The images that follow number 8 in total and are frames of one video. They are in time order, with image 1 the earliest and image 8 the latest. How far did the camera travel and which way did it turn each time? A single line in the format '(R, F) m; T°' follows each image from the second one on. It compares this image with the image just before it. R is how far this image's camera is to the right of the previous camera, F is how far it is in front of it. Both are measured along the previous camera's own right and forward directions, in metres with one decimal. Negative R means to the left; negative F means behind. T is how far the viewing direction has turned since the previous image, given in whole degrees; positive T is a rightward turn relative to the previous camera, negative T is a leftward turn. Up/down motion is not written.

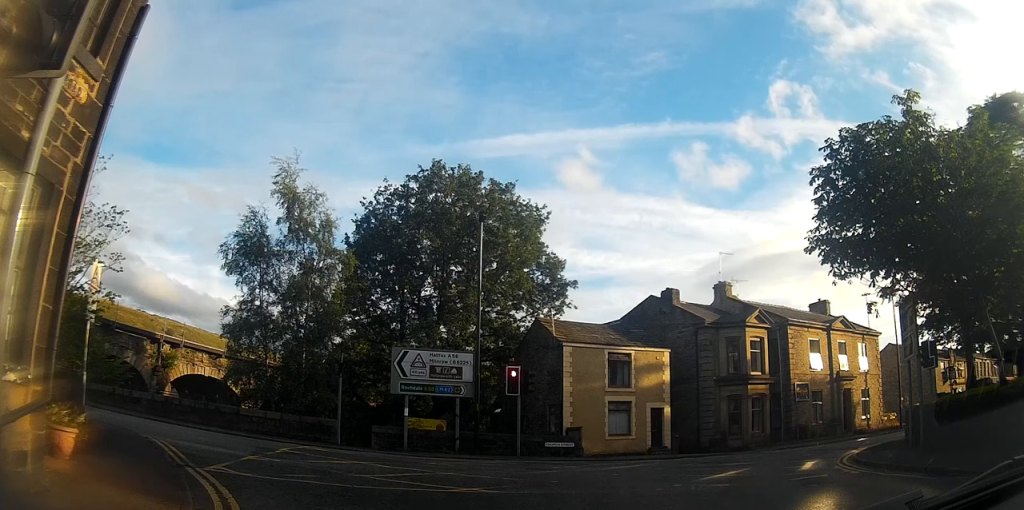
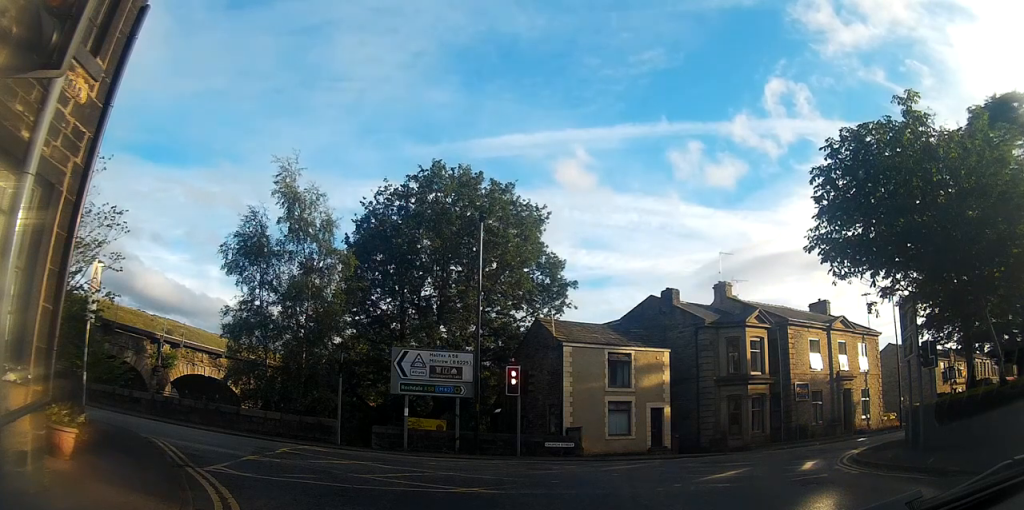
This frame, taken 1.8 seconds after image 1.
(-0.1, +0.2) m; 0°
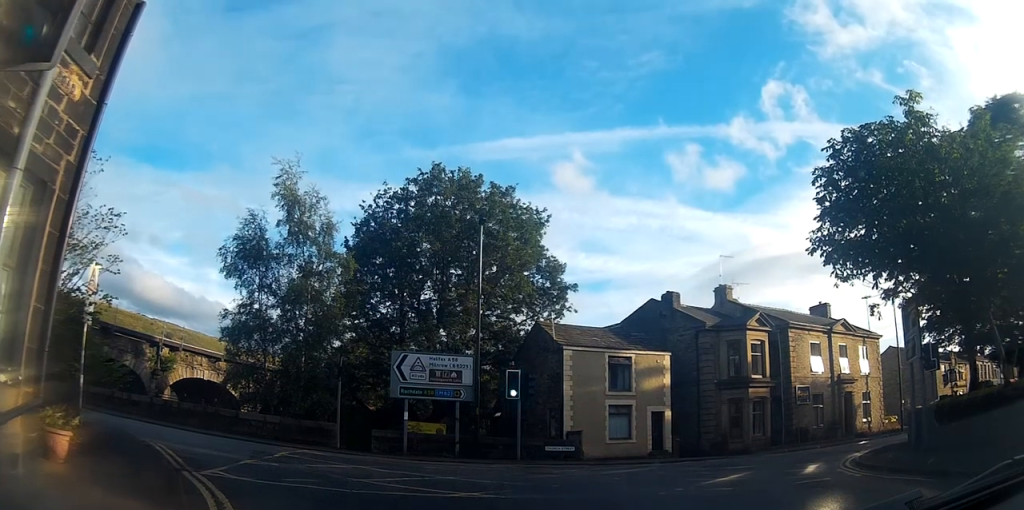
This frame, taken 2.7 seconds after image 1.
(-0.1, +0.2) m; 0°
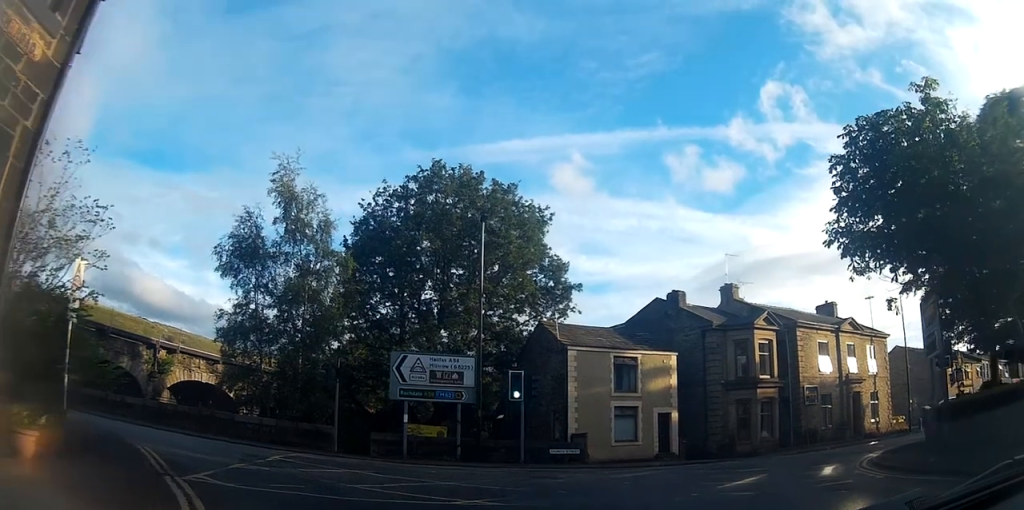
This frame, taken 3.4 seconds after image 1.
(-0.1, +0.2) m; 0°
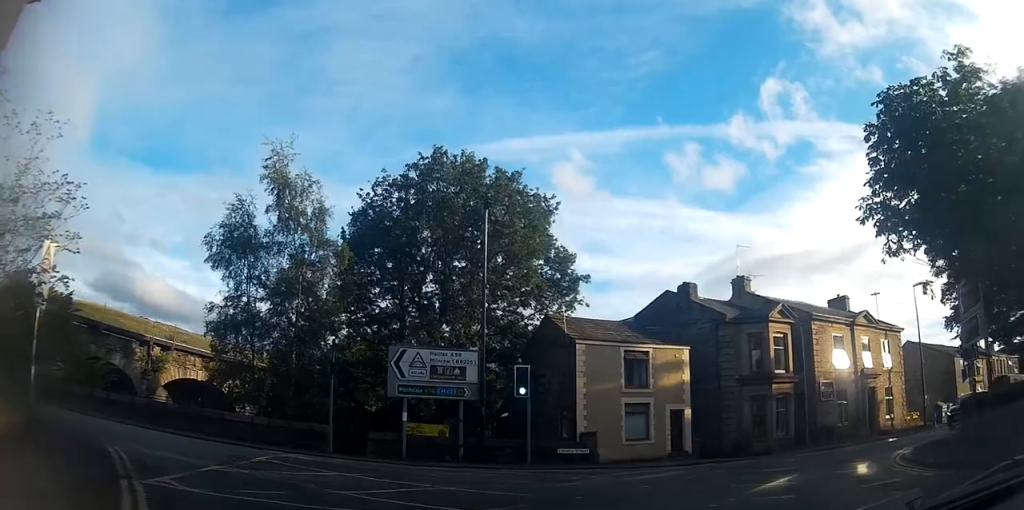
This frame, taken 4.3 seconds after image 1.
(0.0, +0.3) m; +2°
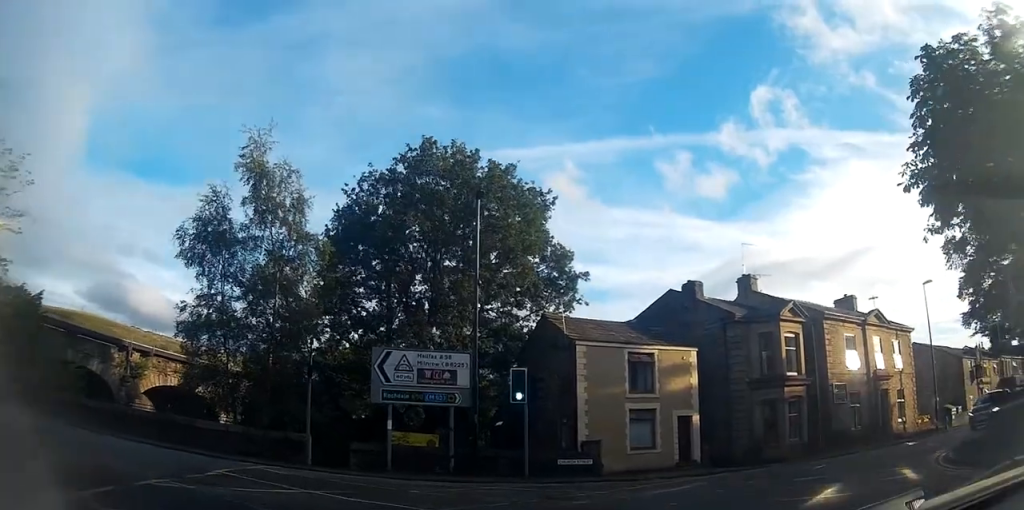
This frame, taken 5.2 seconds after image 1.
(+0.1, +0.9) m; +8°
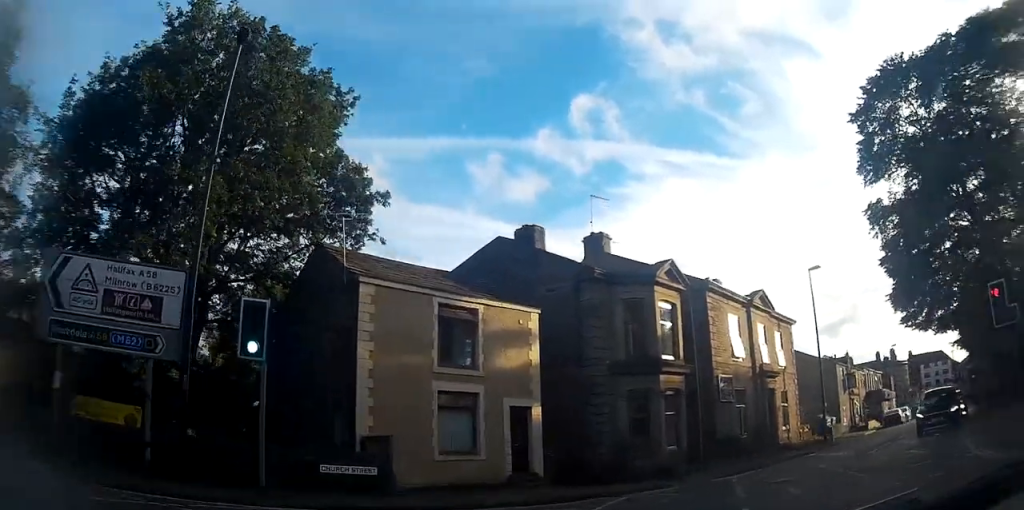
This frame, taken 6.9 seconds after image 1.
(+0.3, +7.2) m; +11°
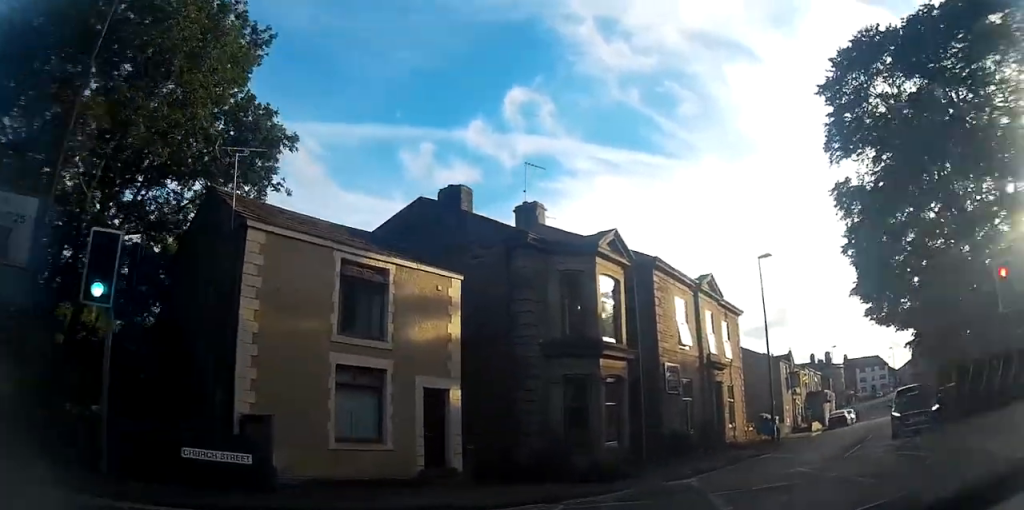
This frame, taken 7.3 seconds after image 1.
(+0.1, +2.7) m; +4°
